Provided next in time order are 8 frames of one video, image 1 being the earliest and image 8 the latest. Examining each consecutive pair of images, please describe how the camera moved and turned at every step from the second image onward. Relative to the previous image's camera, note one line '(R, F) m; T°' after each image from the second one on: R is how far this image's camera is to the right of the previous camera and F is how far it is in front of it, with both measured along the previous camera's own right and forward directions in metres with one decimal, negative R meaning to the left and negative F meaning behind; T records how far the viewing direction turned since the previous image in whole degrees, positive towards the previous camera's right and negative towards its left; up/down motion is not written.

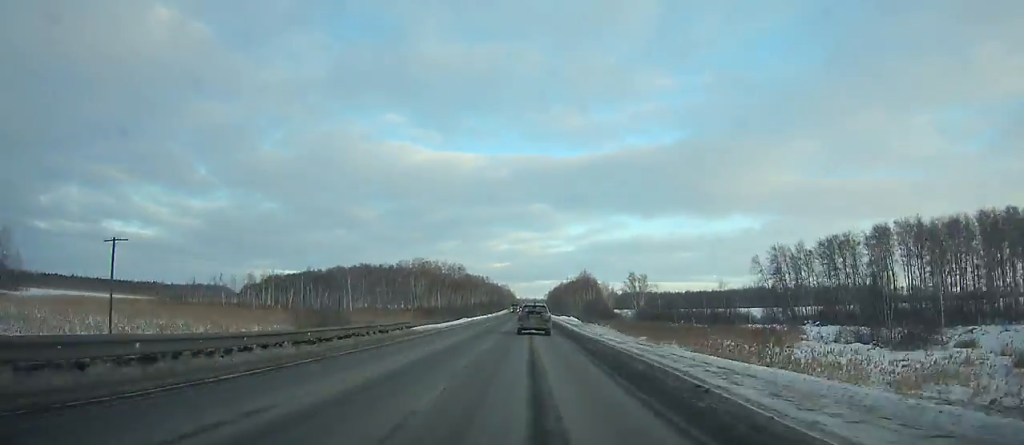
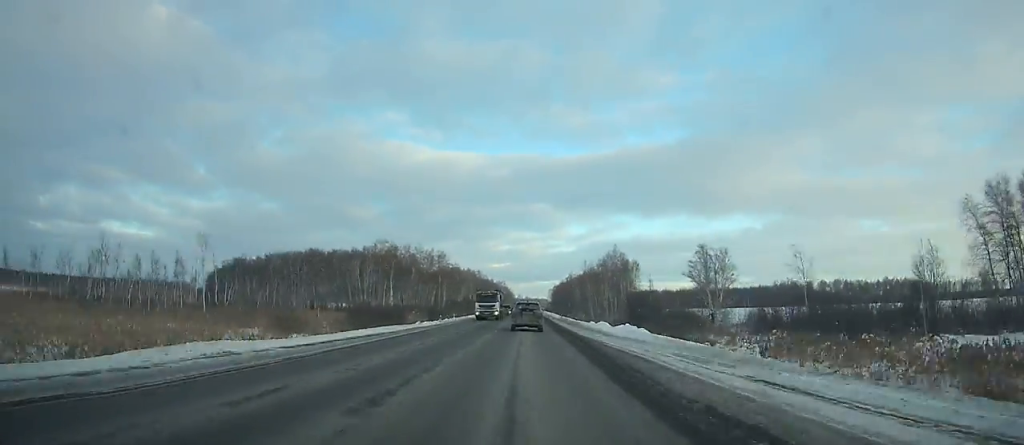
(0.0, +68.9) m; 0°
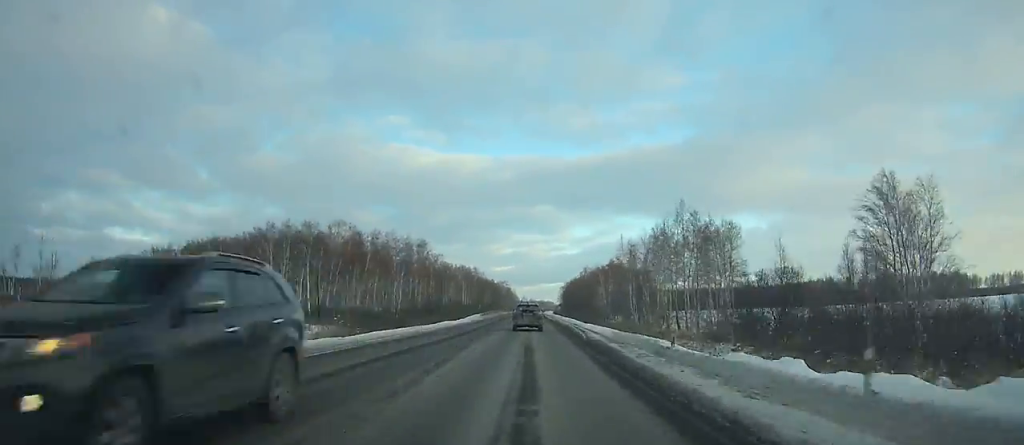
(0.0, +53.3) m; 0°
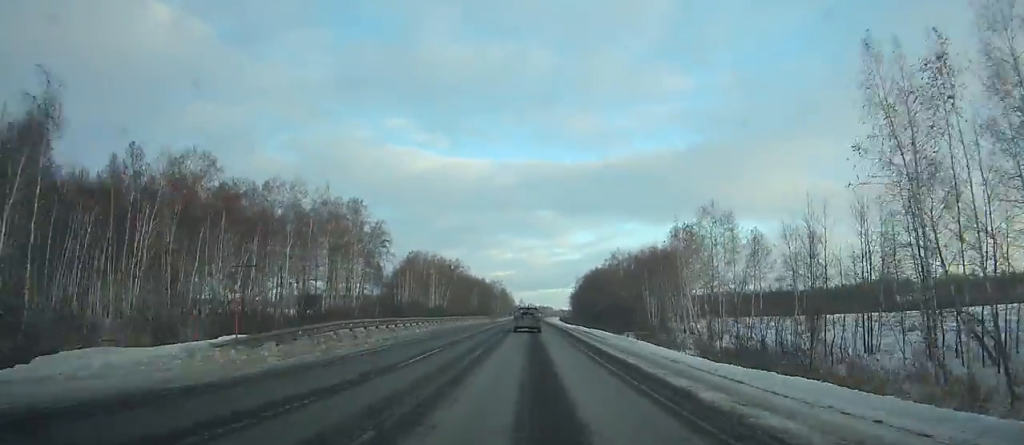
(-0.7, +72.2) m; 0°
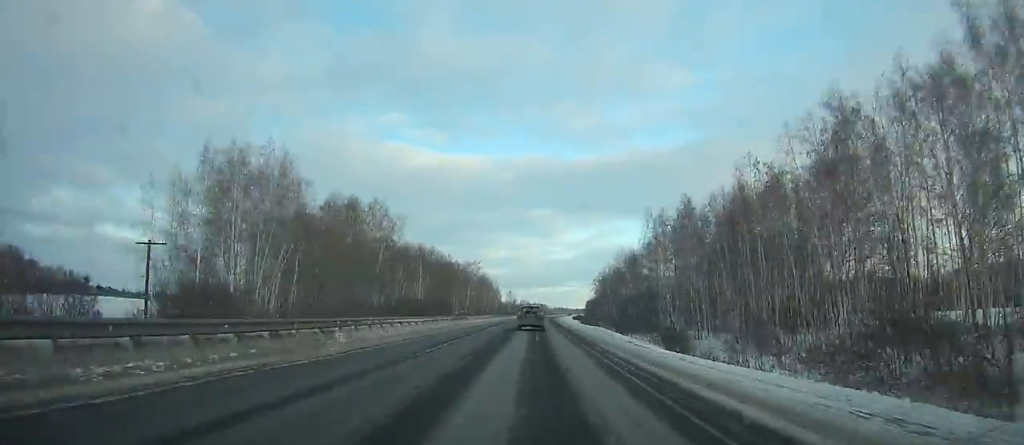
(+2.0, +120.0) m; +1°
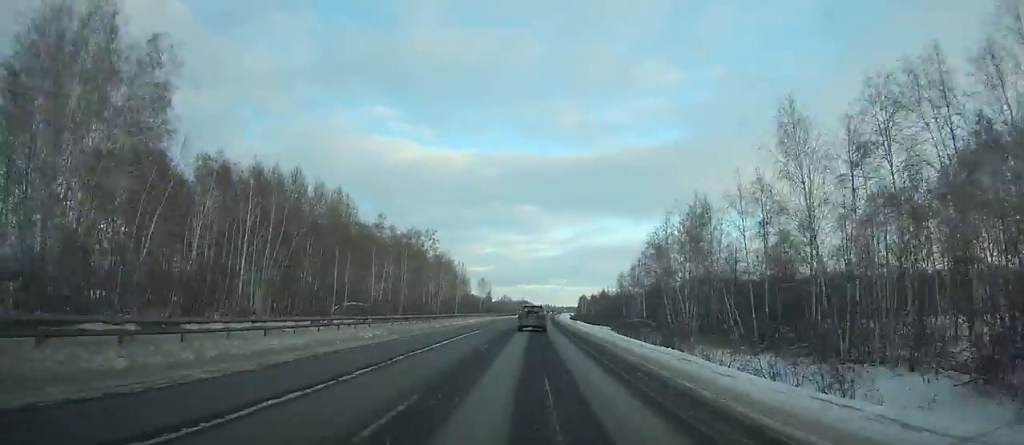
(+0.6, +80.2) m; +1°
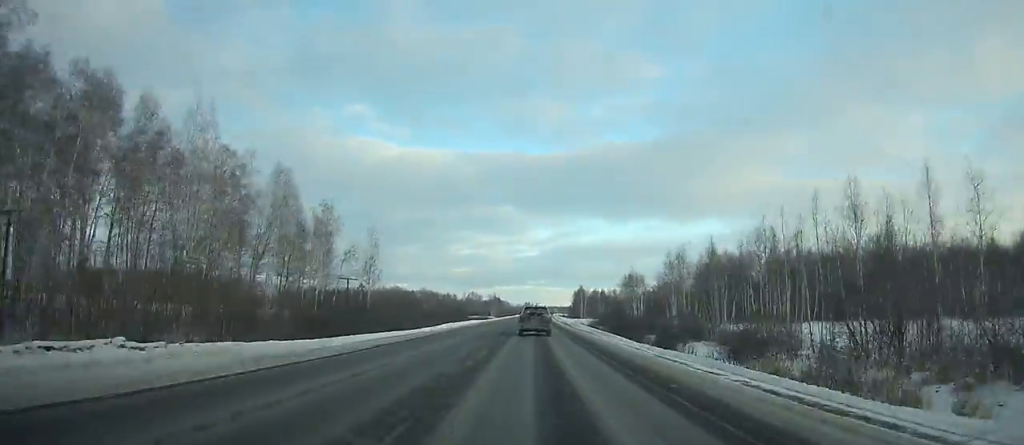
(+3.1, +131.5) m; +2°
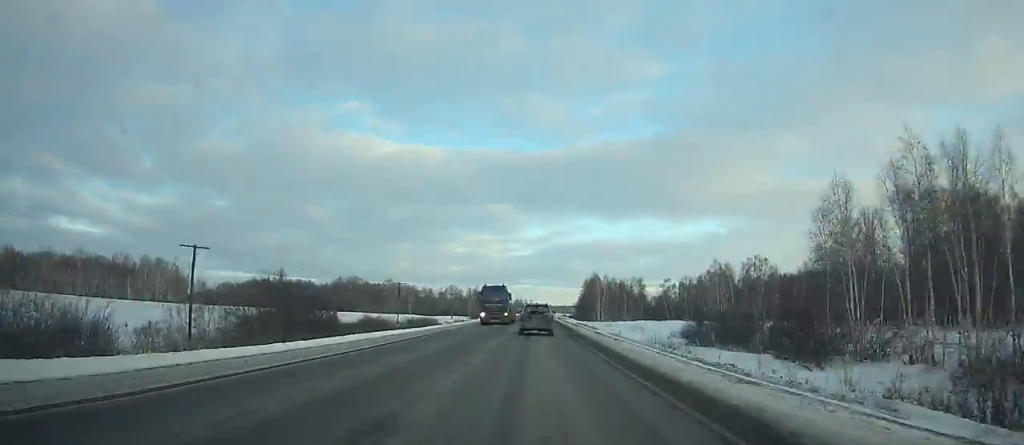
(+0.1, +87.3) m; +1°
